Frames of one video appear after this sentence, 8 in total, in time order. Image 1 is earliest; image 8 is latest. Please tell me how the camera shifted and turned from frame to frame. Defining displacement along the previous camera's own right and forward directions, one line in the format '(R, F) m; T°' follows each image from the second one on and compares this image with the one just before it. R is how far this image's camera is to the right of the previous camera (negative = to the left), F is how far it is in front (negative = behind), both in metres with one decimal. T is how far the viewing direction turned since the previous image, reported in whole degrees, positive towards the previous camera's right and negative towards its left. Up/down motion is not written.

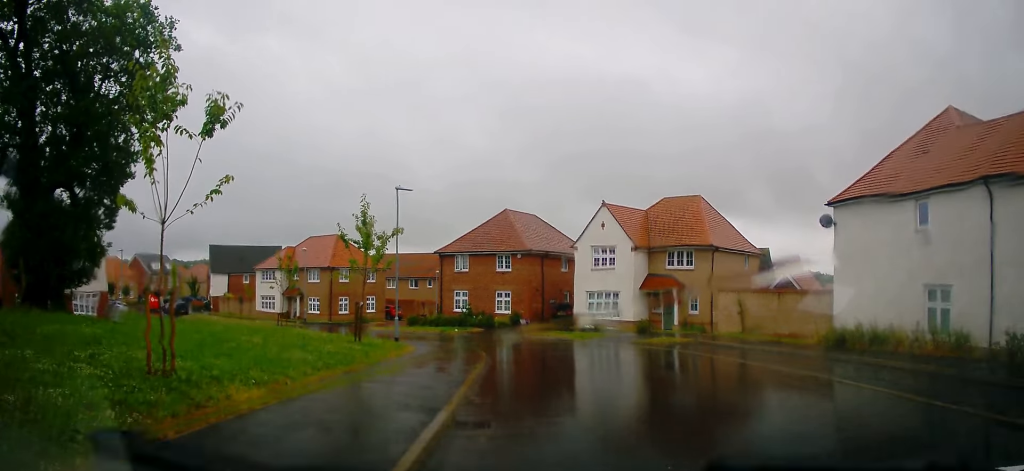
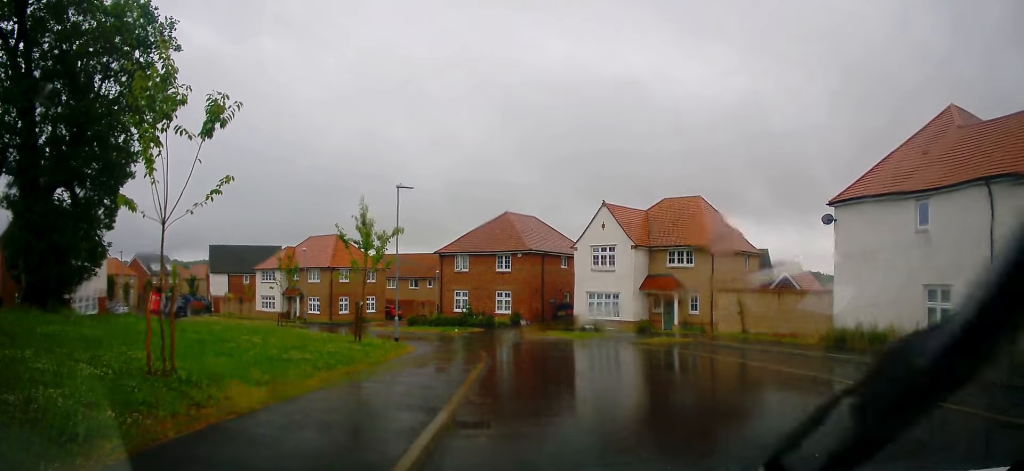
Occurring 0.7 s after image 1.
(0.0, 0.0) m; 0°
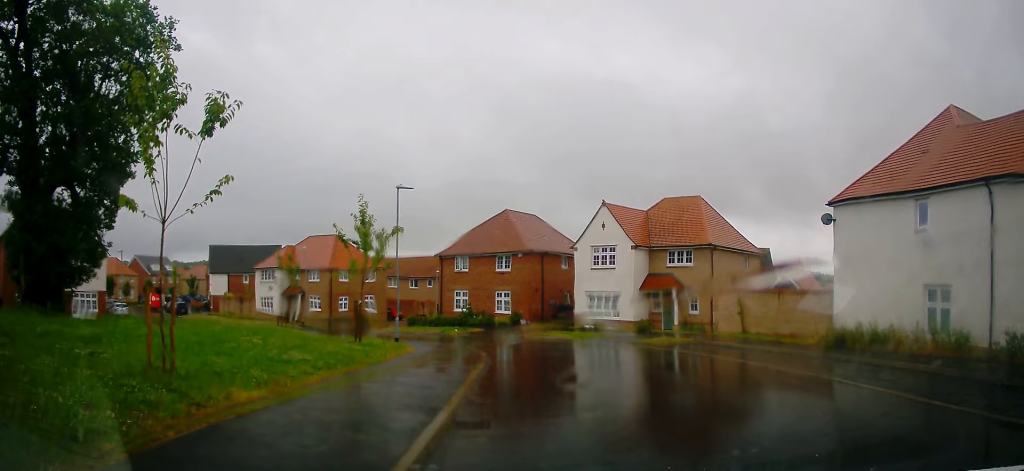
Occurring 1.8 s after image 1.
(0.0, 0.0) m; 0°
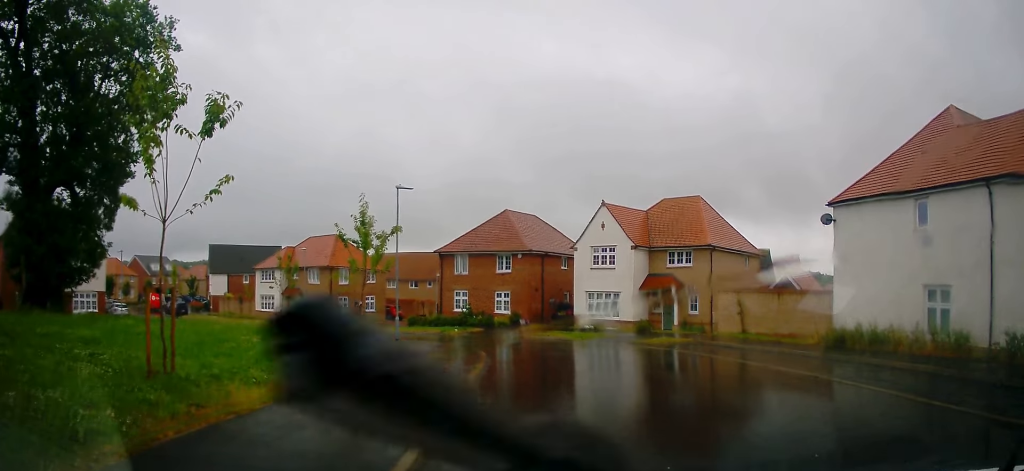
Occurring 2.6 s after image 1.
(0.0, 0.0) m; 0°
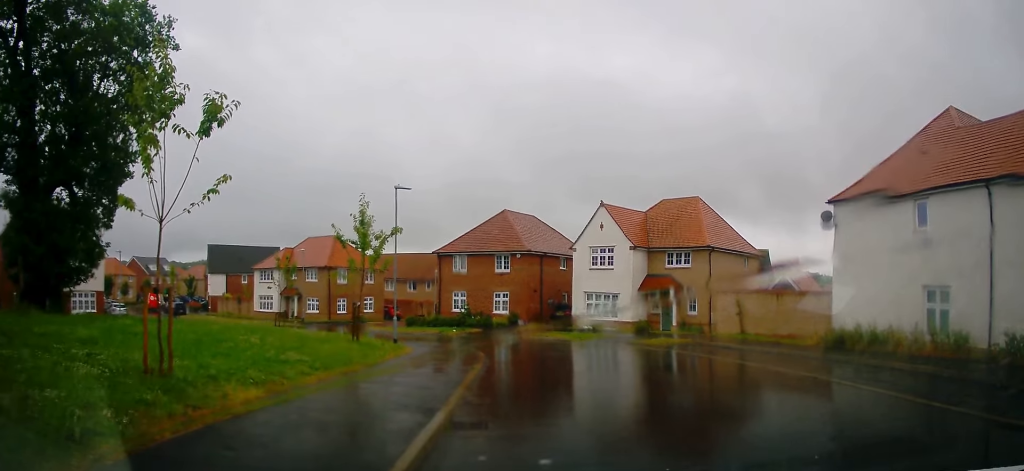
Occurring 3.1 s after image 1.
(0.0, 0.0) m; 0°
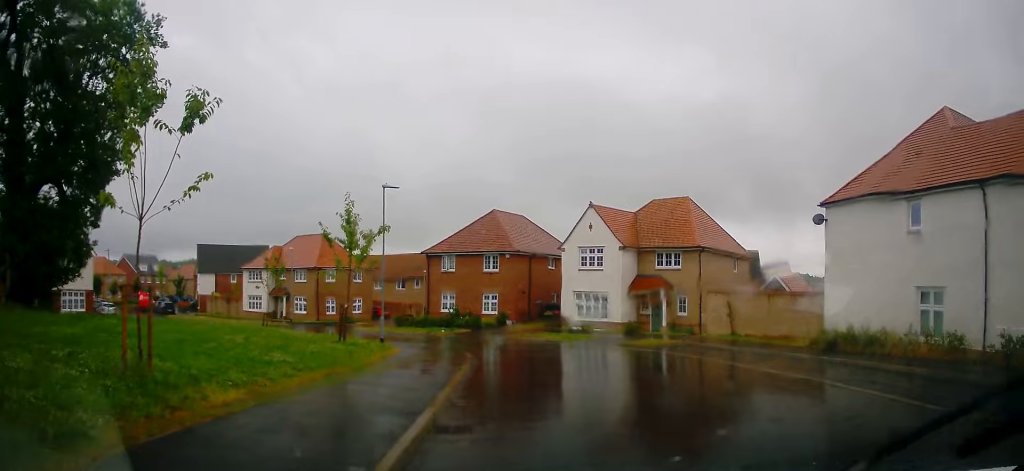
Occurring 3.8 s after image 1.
(0.0, +0.2) m; 0°
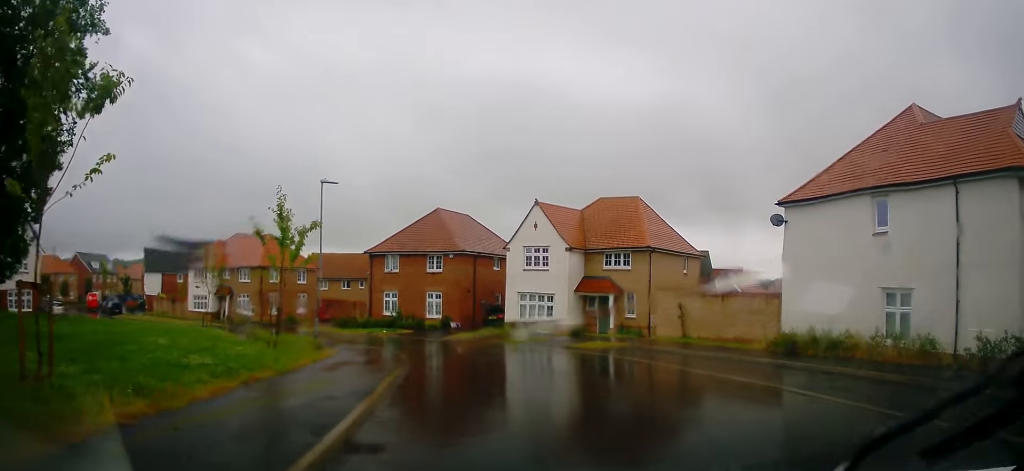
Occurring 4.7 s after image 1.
(0.0, +0.6) m; 0°
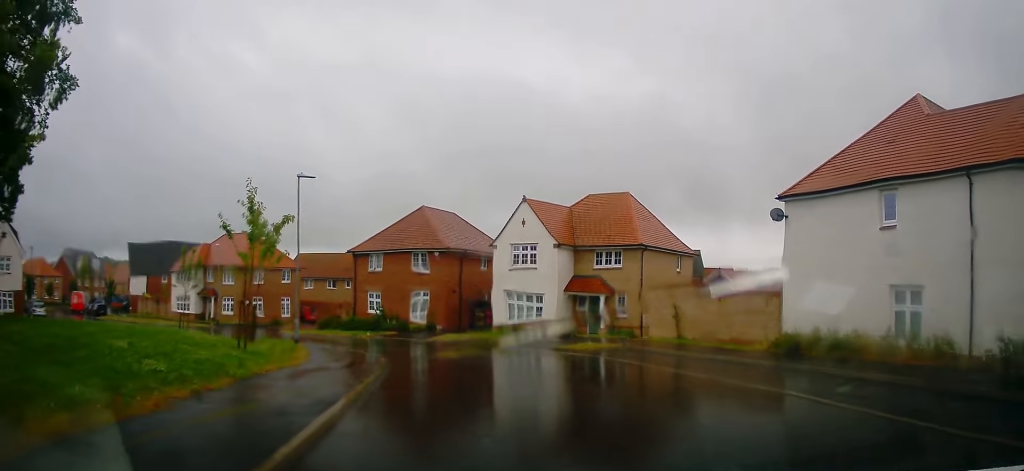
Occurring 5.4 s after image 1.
(0.0, +0.8) m; 0°
